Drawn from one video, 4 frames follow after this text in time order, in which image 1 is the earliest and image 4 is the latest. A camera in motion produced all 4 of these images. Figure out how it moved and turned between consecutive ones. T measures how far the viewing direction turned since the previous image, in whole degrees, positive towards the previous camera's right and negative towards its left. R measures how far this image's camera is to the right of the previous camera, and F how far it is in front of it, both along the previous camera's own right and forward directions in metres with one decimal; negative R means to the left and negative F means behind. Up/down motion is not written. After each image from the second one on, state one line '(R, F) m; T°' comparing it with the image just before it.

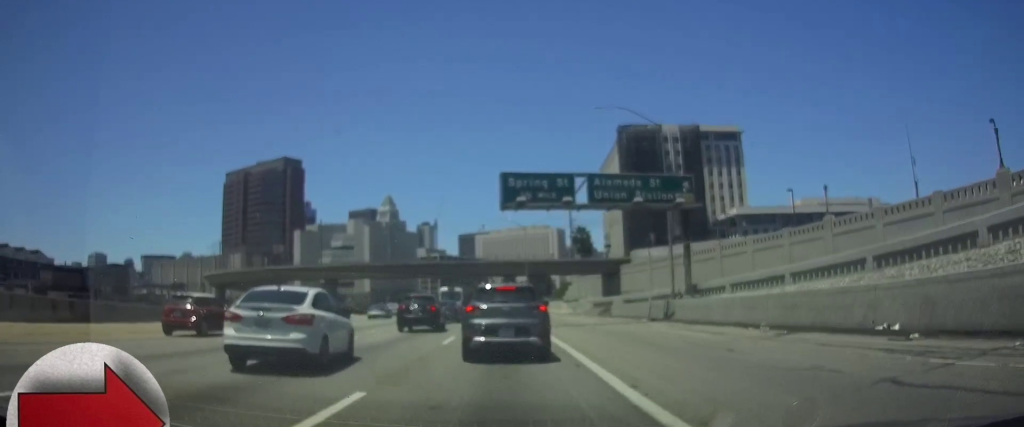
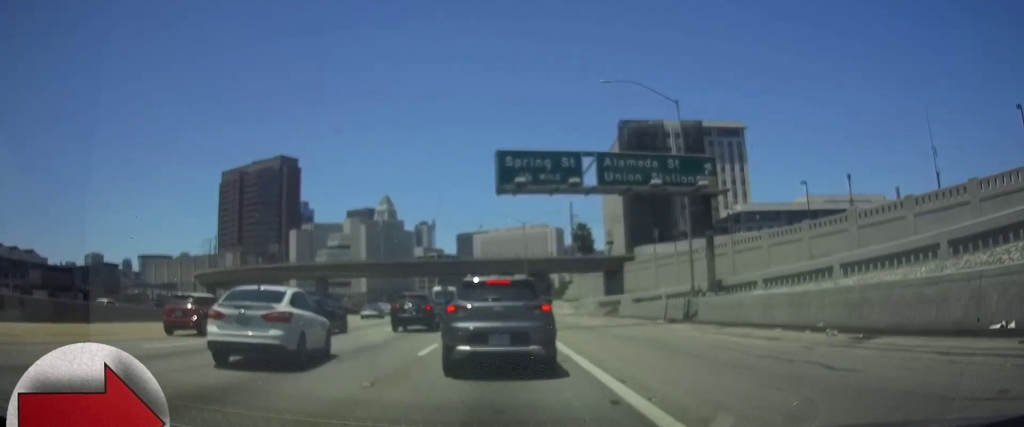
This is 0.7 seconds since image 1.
(0.0, +4.3) m; 0°
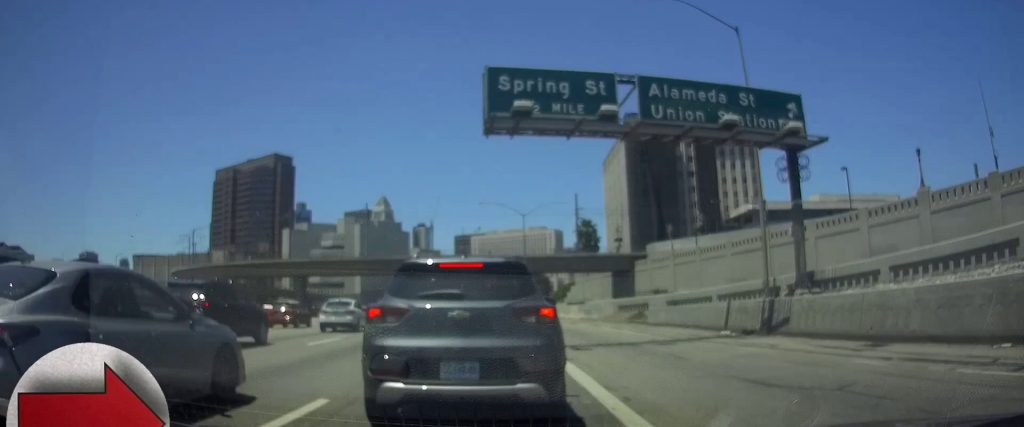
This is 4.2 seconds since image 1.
(+0.2, +12.5) m; +3°
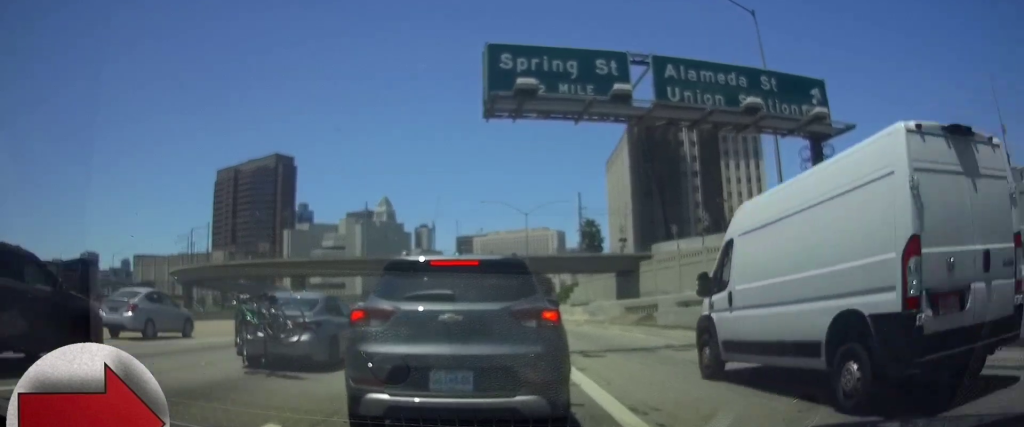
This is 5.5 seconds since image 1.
(0.0, +2.2) m; 0°
